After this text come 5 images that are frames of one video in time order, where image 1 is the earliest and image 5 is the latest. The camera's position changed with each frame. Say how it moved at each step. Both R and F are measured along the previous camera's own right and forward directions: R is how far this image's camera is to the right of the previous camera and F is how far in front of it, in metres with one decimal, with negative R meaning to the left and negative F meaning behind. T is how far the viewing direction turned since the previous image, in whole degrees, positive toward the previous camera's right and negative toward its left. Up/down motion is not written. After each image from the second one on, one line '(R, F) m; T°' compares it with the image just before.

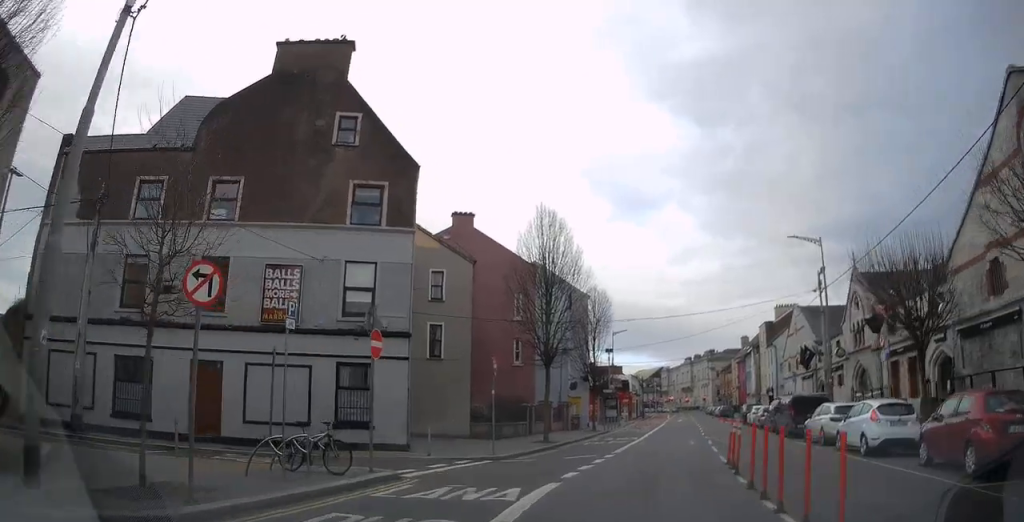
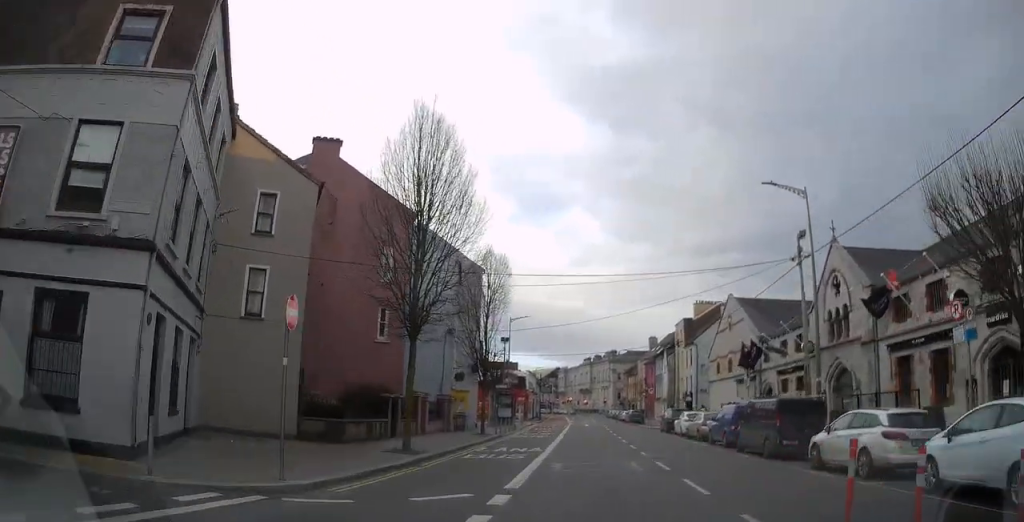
(0.0, +9.8) m; +6°
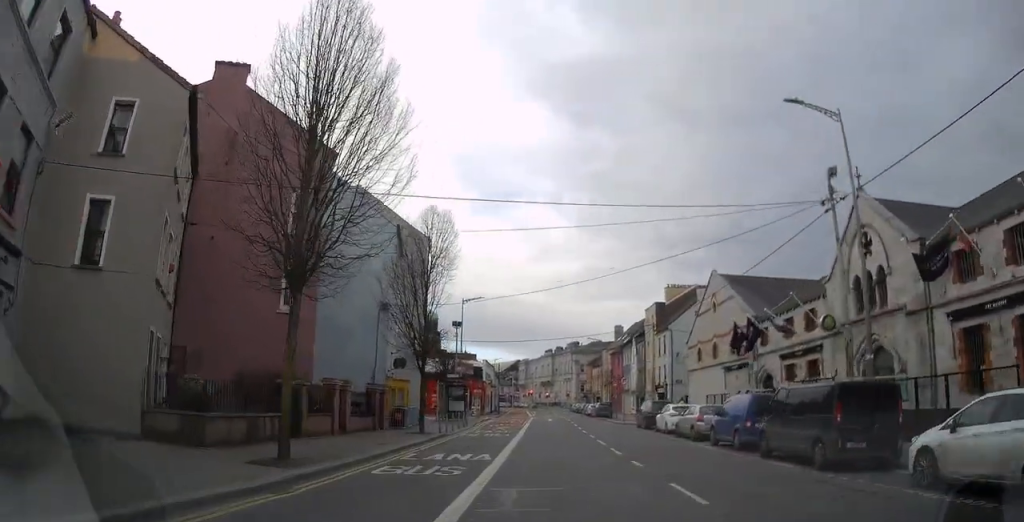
(+0.7, +6.6) m; +4°
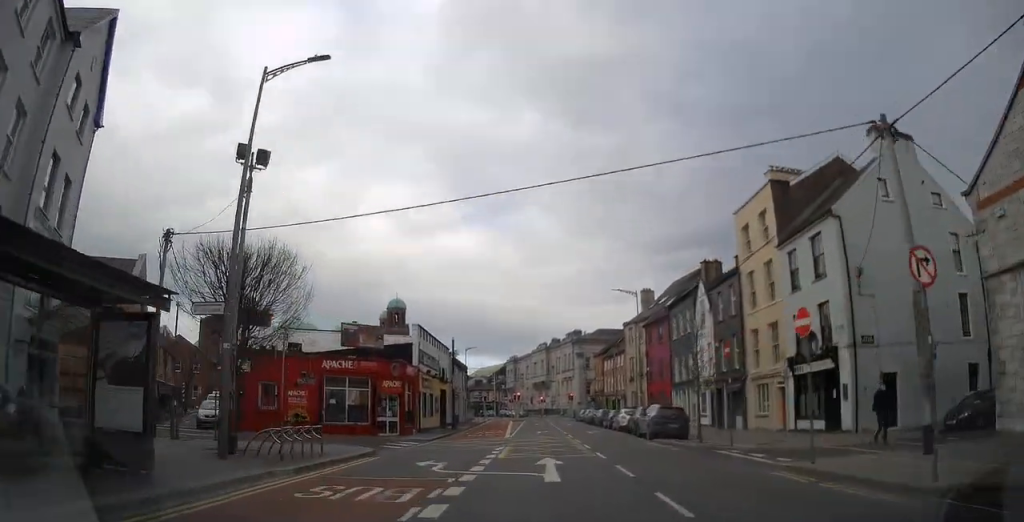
(+4.5, +37.0) m; +14°
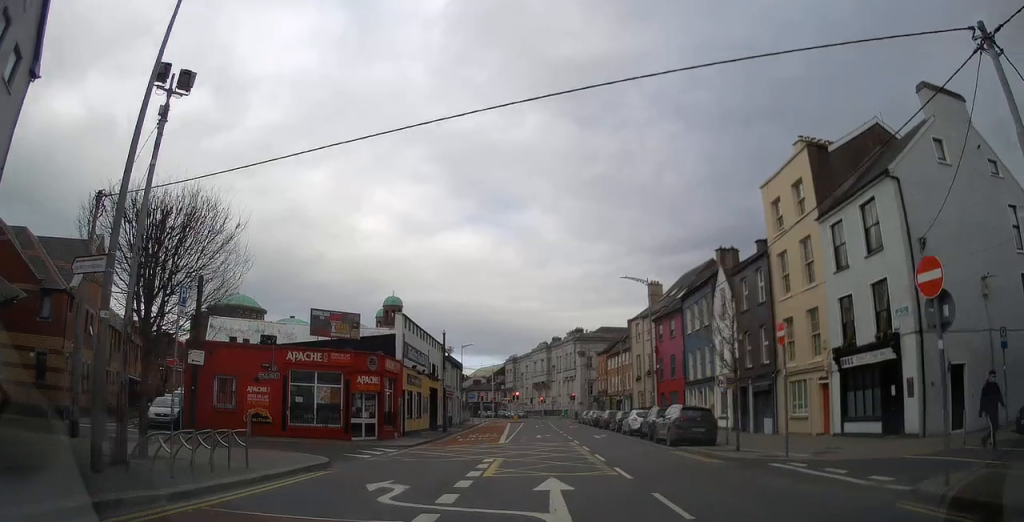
(+0.2, +4.6) m; +1°
